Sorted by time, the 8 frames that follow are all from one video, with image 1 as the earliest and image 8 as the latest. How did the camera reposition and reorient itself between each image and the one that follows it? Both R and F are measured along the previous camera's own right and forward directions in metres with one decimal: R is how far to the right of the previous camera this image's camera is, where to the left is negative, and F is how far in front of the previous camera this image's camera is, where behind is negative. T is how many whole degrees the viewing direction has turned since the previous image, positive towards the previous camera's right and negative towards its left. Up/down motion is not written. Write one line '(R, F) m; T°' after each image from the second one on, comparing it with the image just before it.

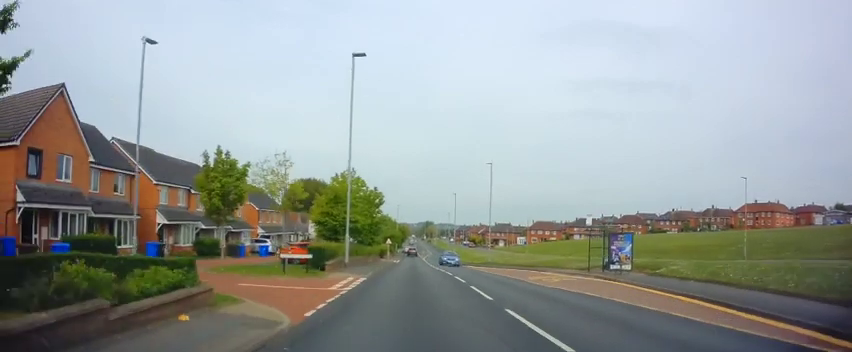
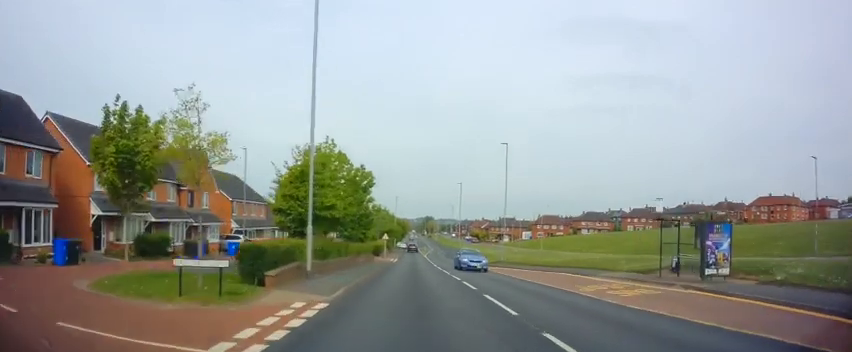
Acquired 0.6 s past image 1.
(-0.1, +8.1) m; 0°
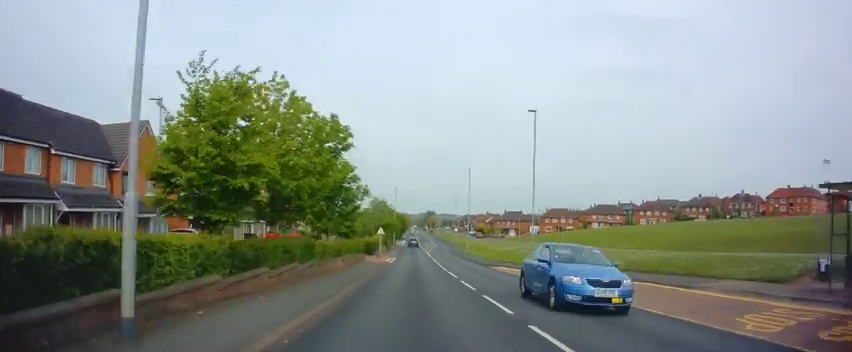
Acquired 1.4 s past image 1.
(-0.1, +9.3) m; 0°
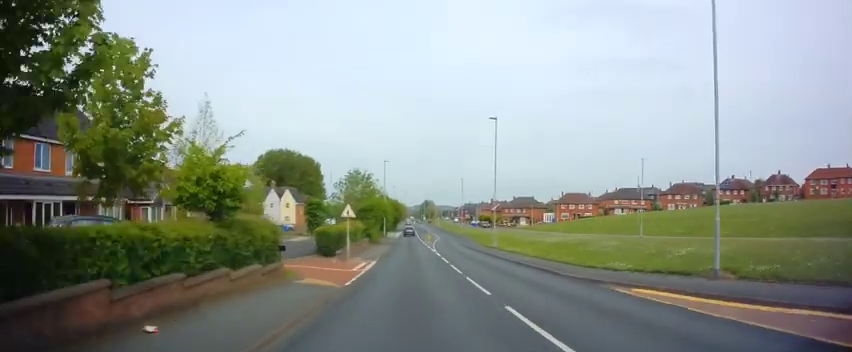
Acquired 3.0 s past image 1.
(+0.3, +20.2) m; -1°
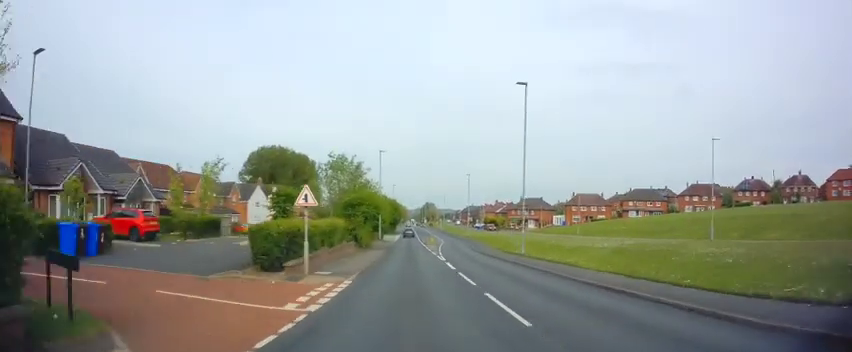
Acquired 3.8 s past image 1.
(-0.2, +9.3) m; 0°
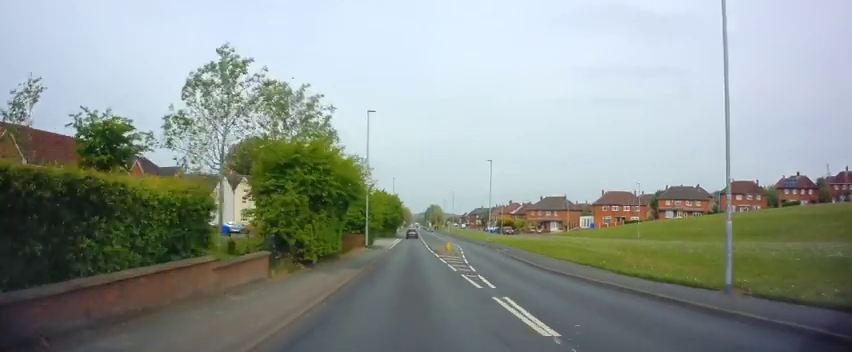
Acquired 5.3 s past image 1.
(+0.2, +18.7) m; 0°
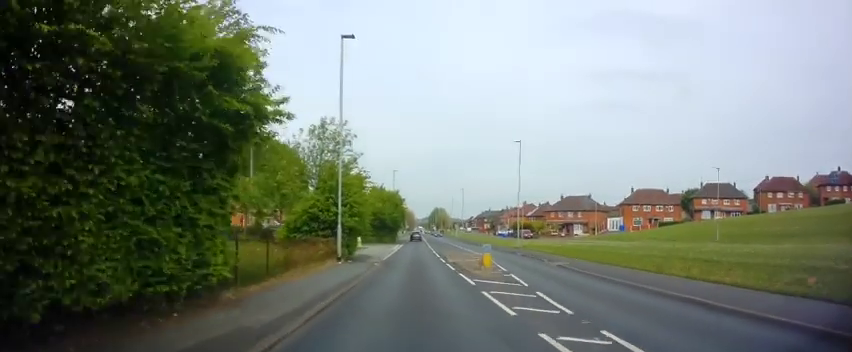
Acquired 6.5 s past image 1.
(-0.4, +14.7) m; 0°
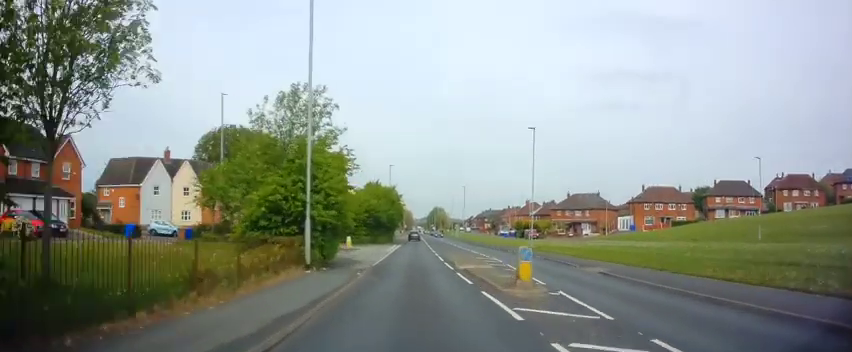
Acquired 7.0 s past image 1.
(-0.1, +5.9) m; +2°
